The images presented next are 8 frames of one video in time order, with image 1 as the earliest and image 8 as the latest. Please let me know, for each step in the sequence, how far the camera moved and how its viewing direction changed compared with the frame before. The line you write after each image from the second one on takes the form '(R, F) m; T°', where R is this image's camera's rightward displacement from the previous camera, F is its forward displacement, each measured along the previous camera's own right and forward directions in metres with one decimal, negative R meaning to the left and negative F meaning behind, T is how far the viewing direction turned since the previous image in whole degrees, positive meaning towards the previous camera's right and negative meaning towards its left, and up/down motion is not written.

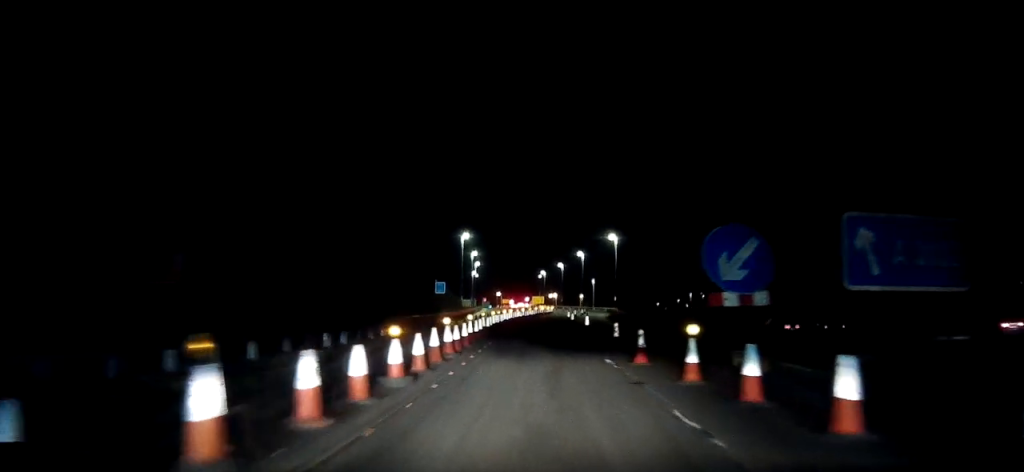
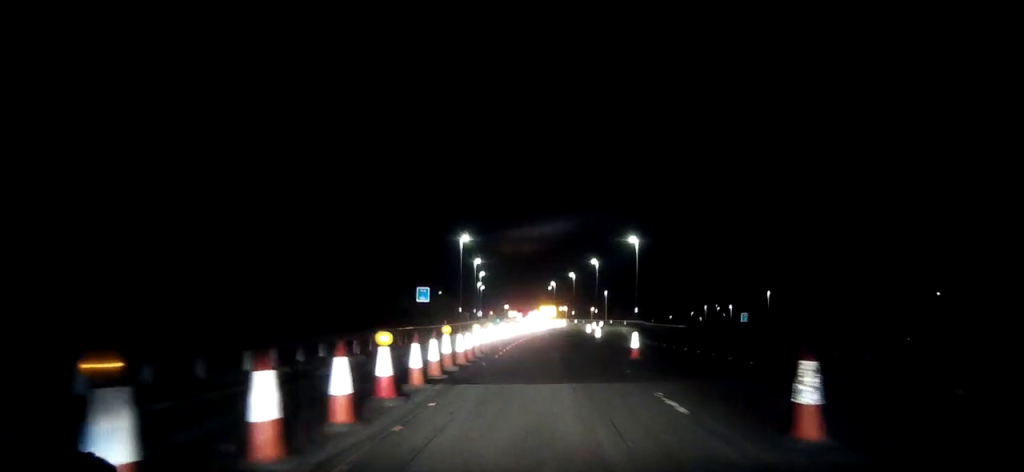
(0.0, +15.5) m; -1°
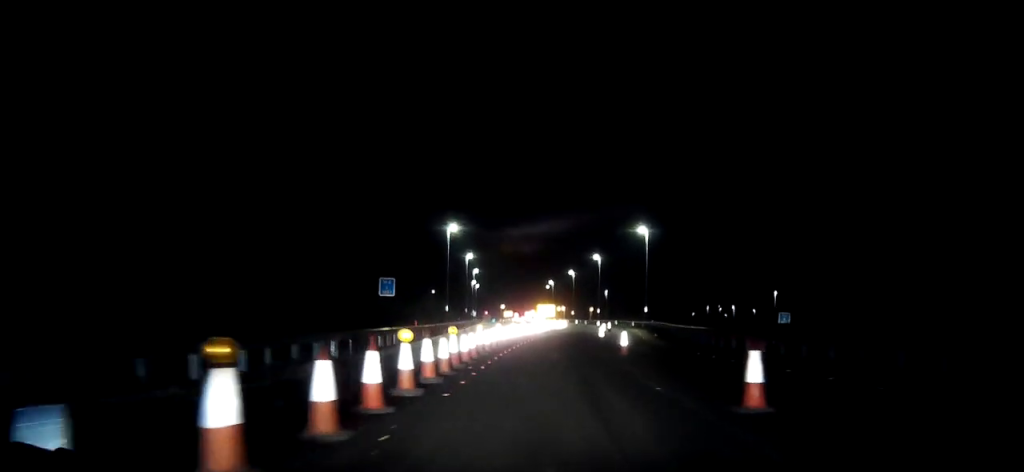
(-0.1, +12.4) m; -1°
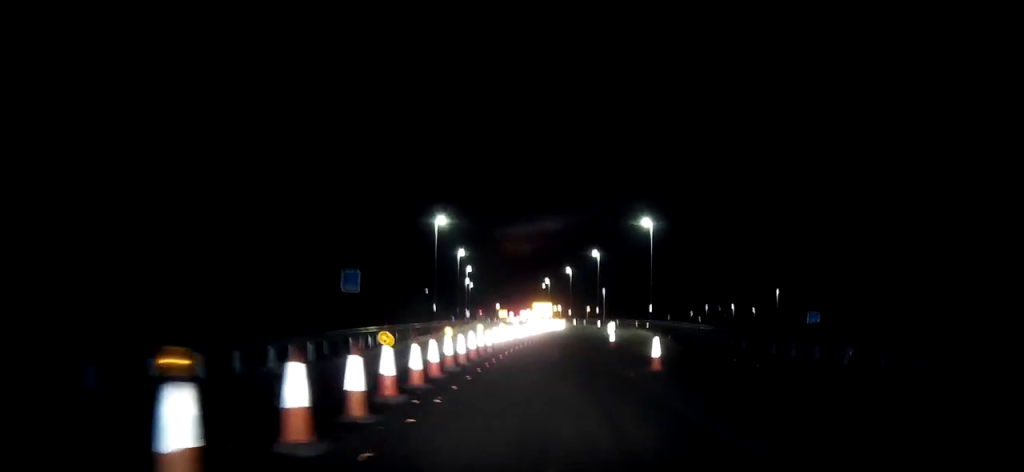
(0.0, +7.5) m; 0°
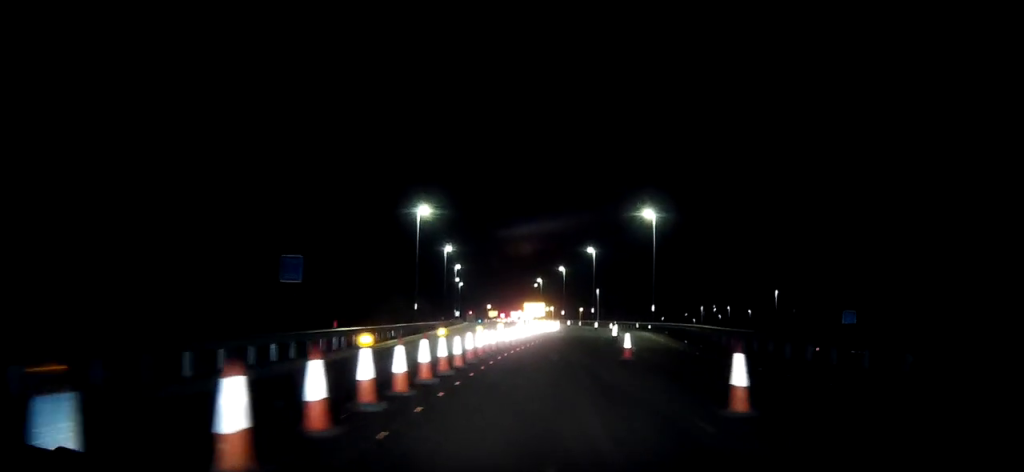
(0.0, +7.8) m; 0°
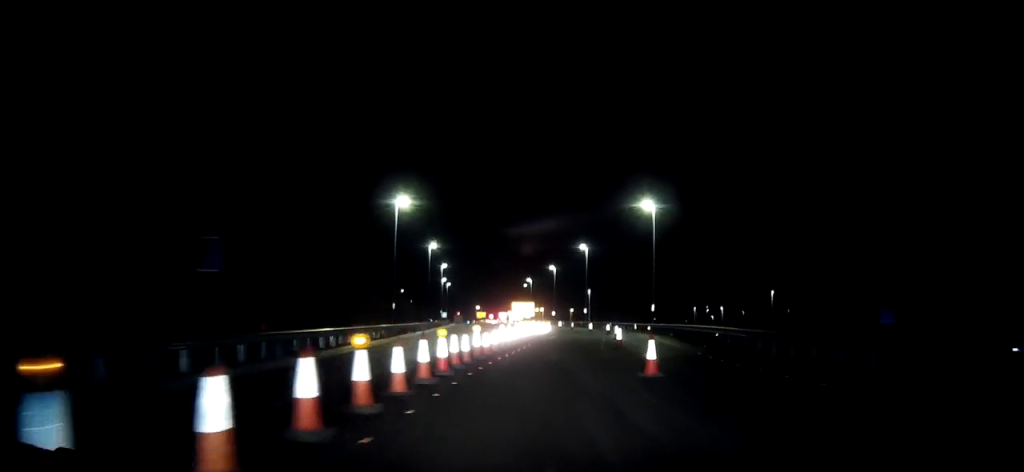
(0.0, +6.8) m; 0°
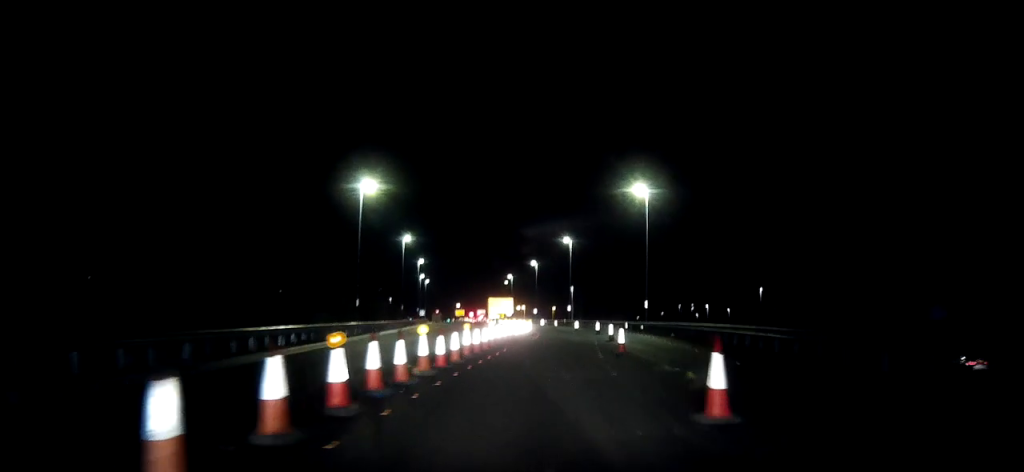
(+0.1, +7.4) m; +1°
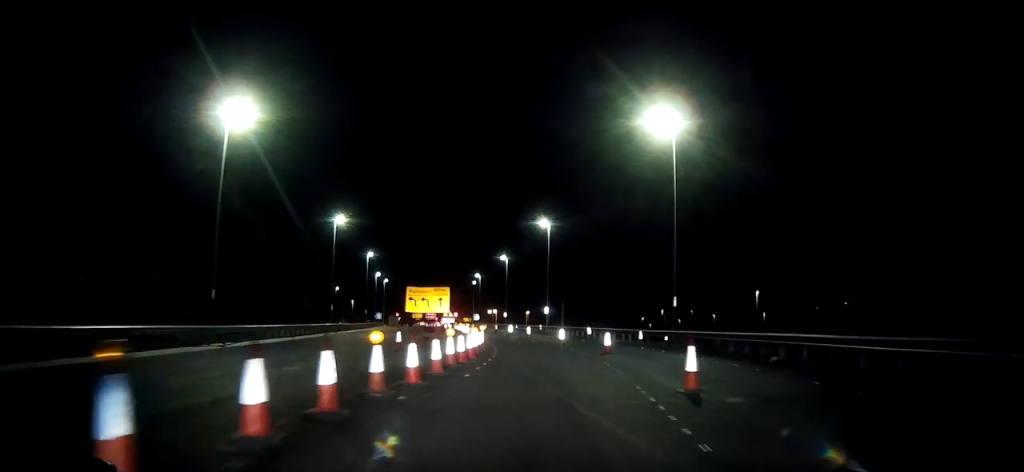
(+0.4, +25.2) m; +1°
